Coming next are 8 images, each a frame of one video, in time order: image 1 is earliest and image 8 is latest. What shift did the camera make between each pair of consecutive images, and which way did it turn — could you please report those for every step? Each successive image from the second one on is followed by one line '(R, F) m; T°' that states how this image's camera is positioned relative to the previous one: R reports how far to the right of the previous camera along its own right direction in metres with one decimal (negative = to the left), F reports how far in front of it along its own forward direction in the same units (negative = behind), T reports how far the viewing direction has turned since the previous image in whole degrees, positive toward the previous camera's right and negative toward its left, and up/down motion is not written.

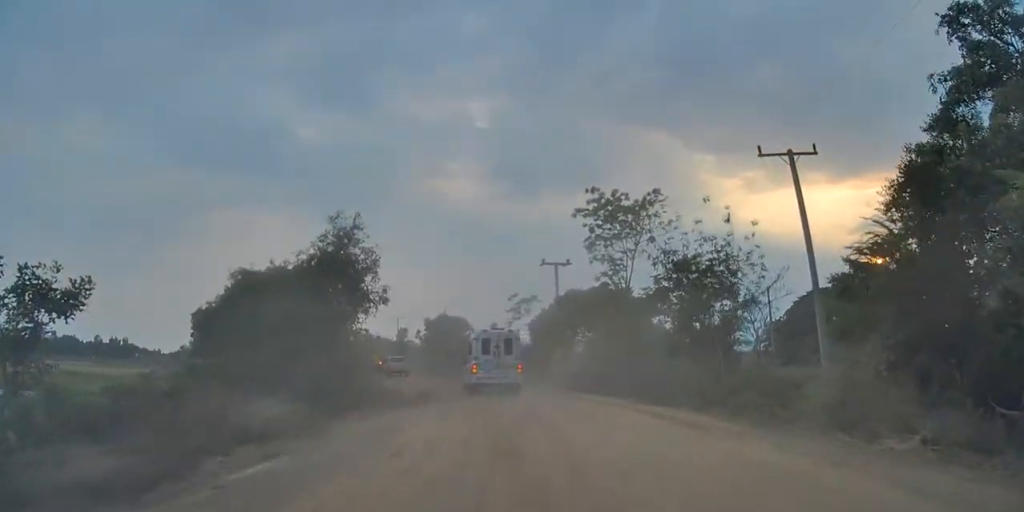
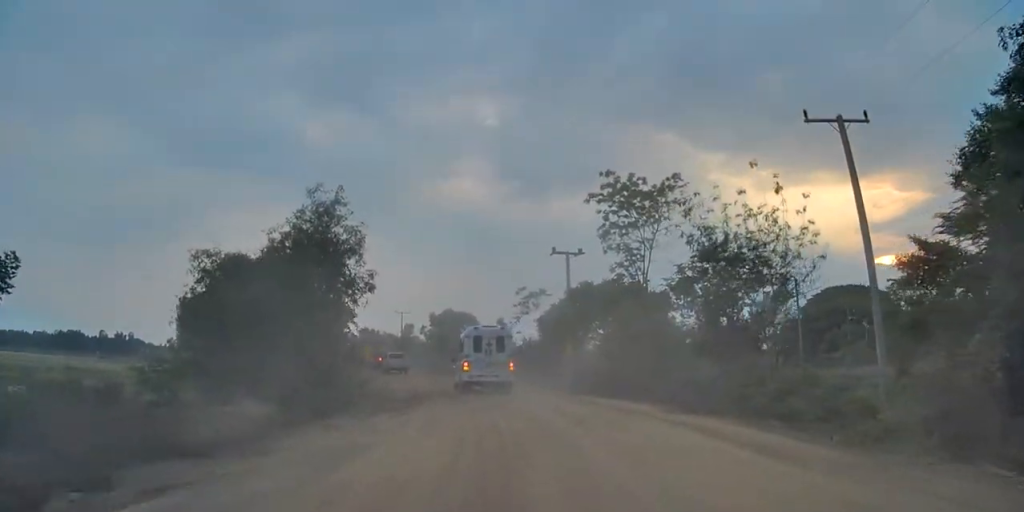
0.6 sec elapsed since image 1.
(0.0, +3.9) m; 0°
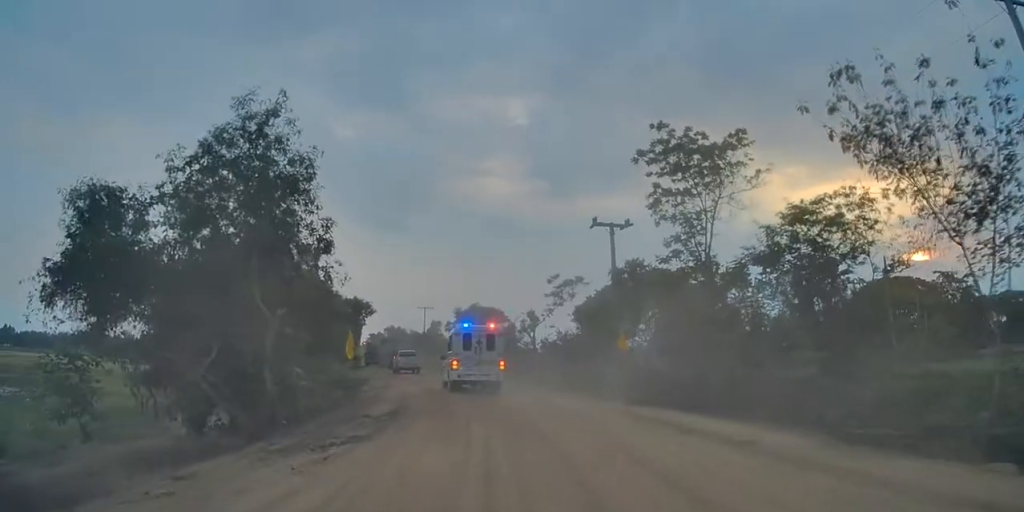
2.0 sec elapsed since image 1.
(-0.1, +8.6) m; 0°
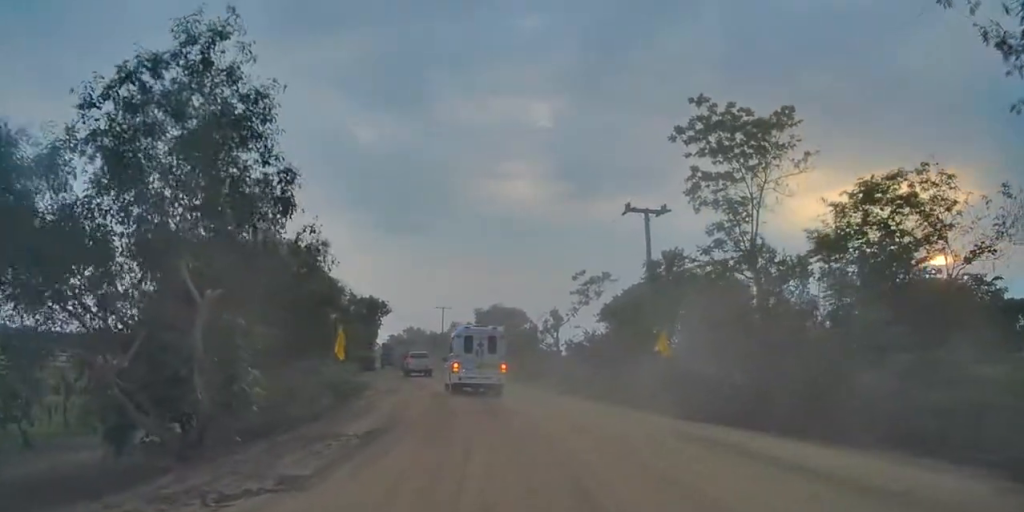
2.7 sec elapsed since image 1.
(0.0, +4.1) m; -2°
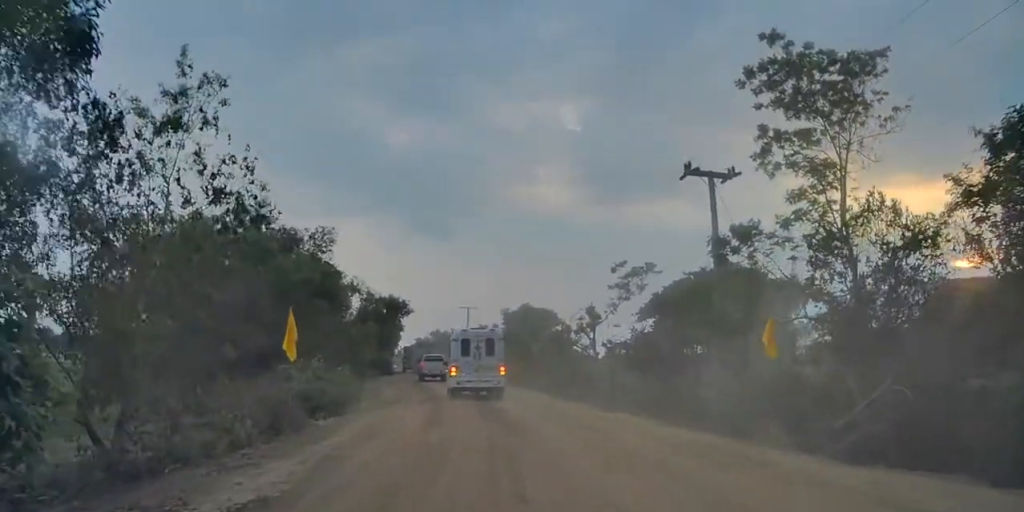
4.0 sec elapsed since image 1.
(-0.5, +7.3) m; -8°
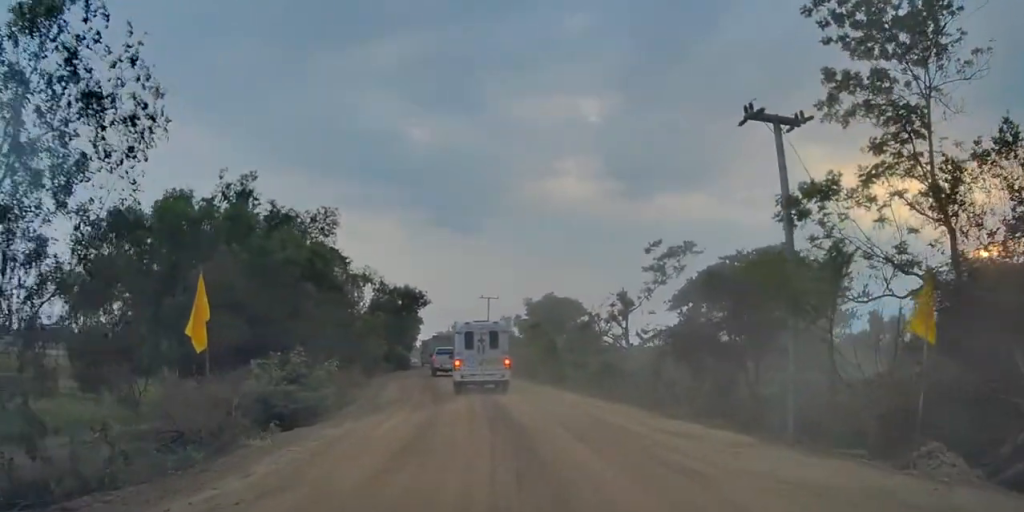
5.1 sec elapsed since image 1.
(-0.2, +5.7) m; -2°
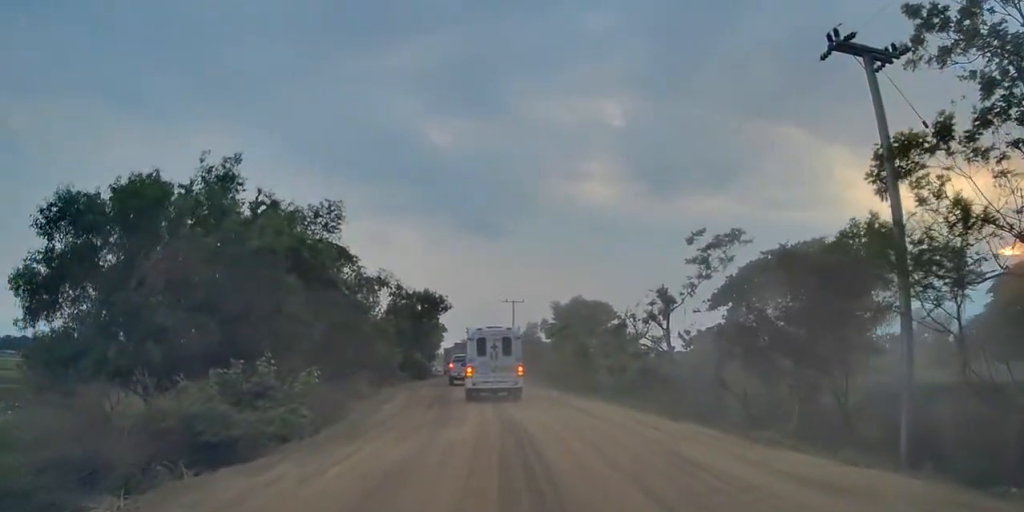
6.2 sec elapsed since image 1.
(0.0, +5.7) m; -3°
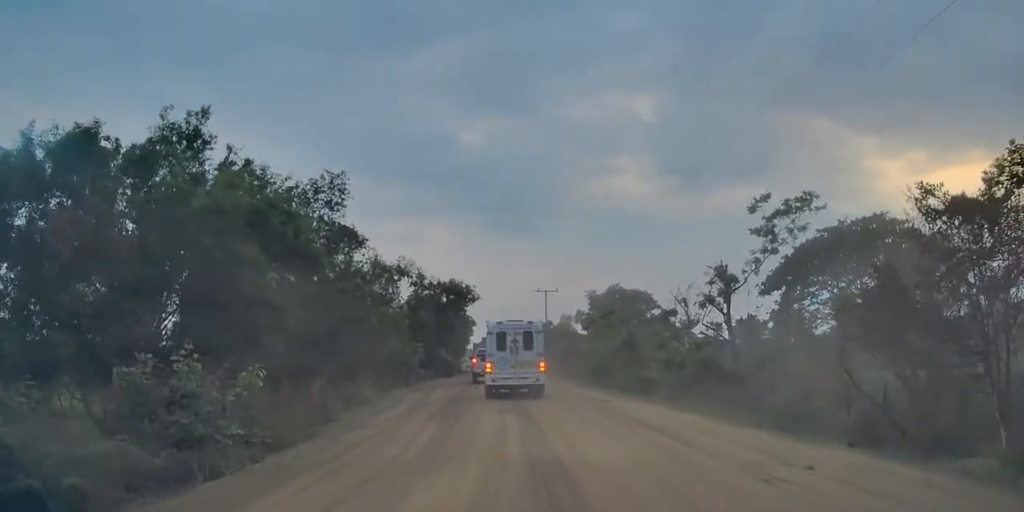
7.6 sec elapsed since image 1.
(-0.4, +6.8) m; -4°
